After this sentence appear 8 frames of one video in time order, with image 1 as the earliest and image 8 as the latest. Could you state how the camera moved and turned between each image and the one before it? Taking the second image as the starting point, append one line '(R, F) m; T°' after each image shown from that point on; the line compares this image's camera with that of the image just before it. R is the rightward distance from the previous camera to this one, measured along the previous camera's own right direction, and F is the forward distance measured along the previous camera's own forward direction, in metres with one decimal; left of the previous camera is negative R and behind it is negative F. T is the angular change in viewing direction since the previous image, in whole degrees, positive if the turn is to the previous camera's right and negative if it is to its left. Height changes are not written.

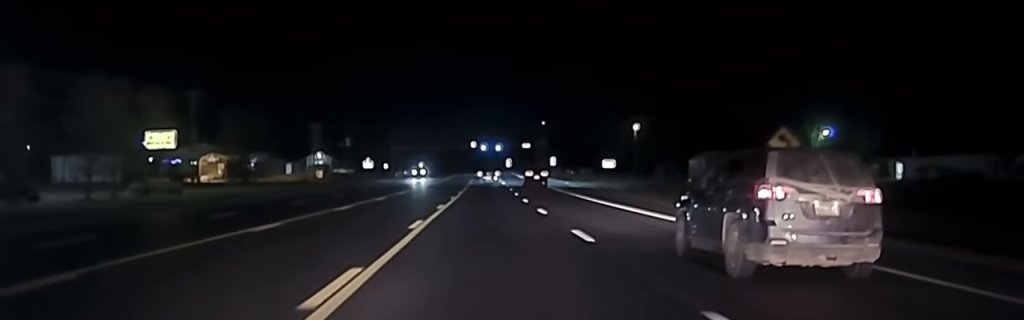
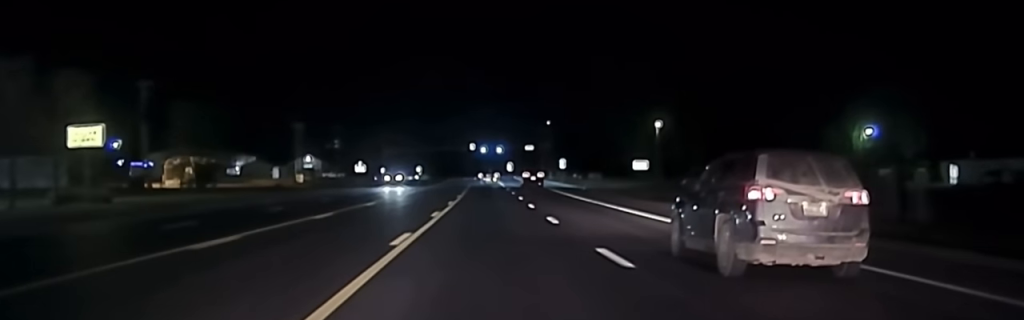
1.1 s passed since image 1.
(0.0, +15.9) m; -1°
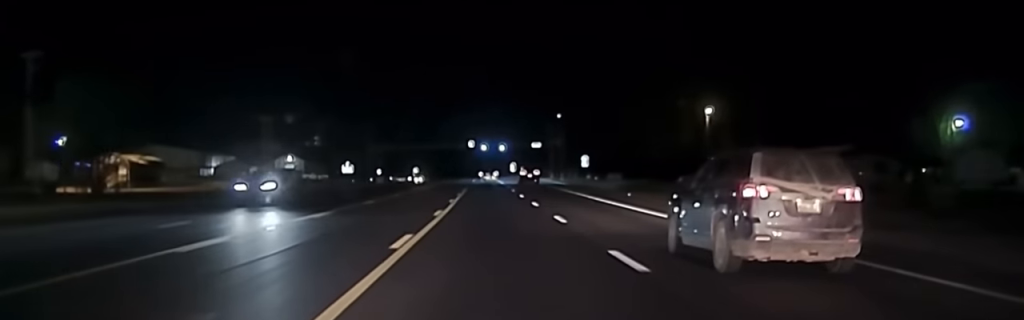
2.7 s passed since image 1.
(-0.1, +22.4) m; +1°
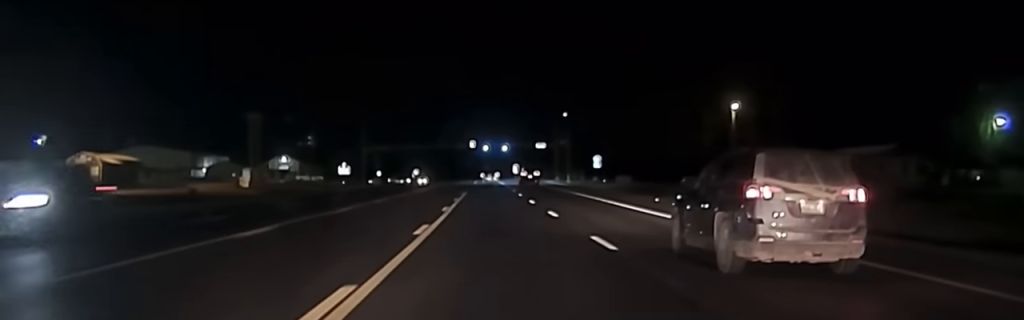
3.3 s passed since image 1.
(+0.1, +7.5) m; +1°
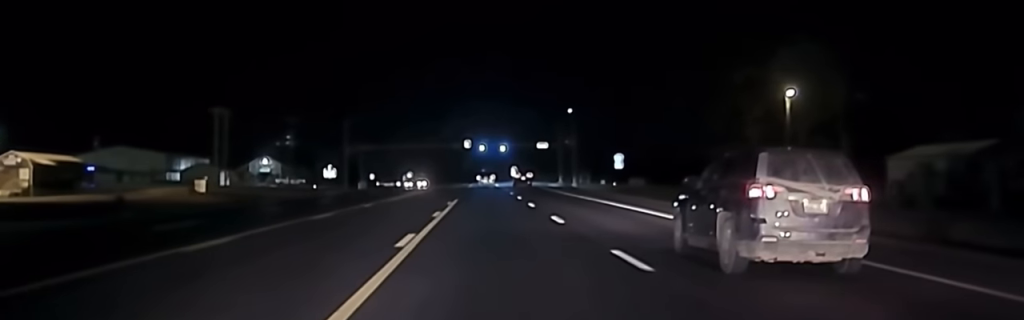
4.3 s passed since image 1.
(0.0, +15.5) m; -1°
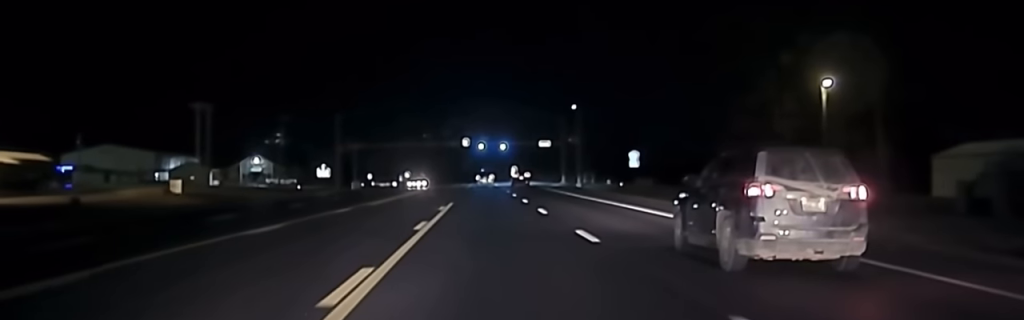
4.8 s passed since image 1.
(-0.1, +7.2) m; -1°
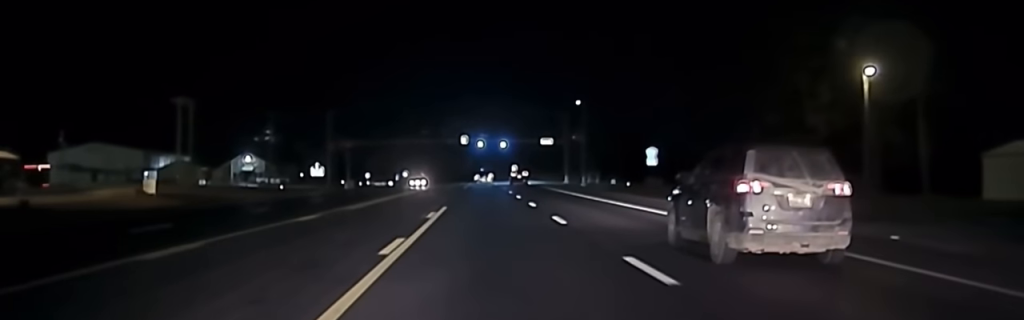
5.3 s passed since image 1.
(-0.1, +7.5) m; -1°
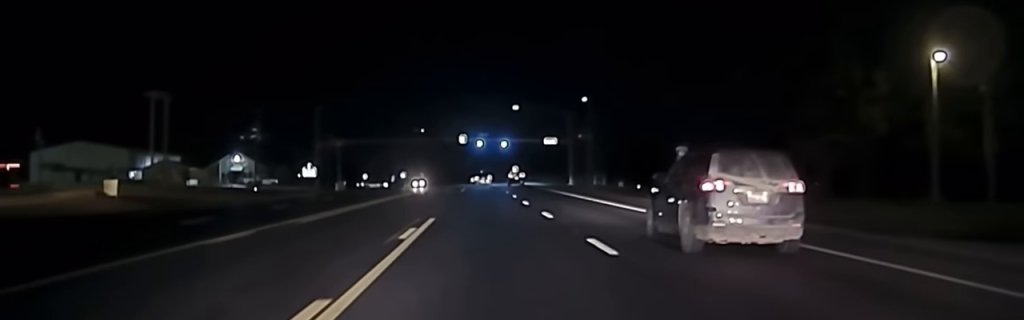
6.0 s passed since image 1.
(0.0, +8.3) m; +2°
